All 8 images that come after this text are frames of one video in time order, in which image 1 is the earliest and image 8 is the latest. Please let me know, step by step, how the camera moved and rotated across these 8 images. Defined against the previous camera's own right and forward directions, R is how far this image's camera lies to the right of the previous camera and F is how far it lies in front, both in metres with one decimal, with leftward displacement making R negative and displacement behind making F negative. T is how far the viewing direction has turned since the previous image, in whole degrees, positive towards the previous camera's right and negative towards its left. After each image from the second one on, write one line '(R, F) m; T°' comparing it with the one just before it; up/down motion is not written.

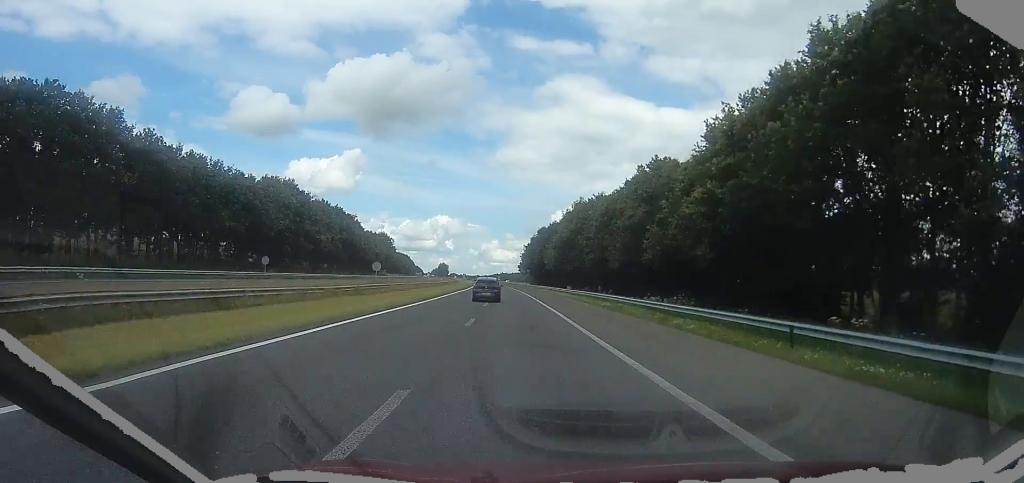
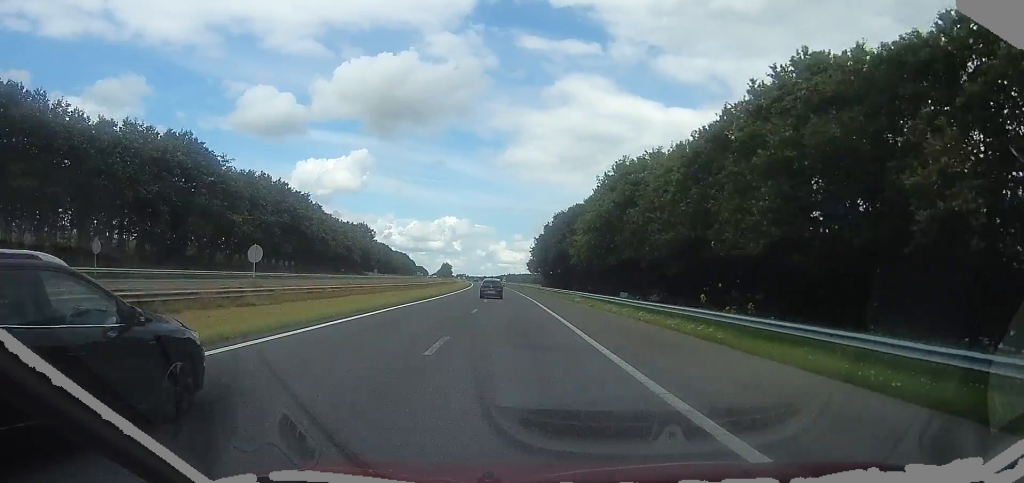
(-0.6, +30.4) m; -1°
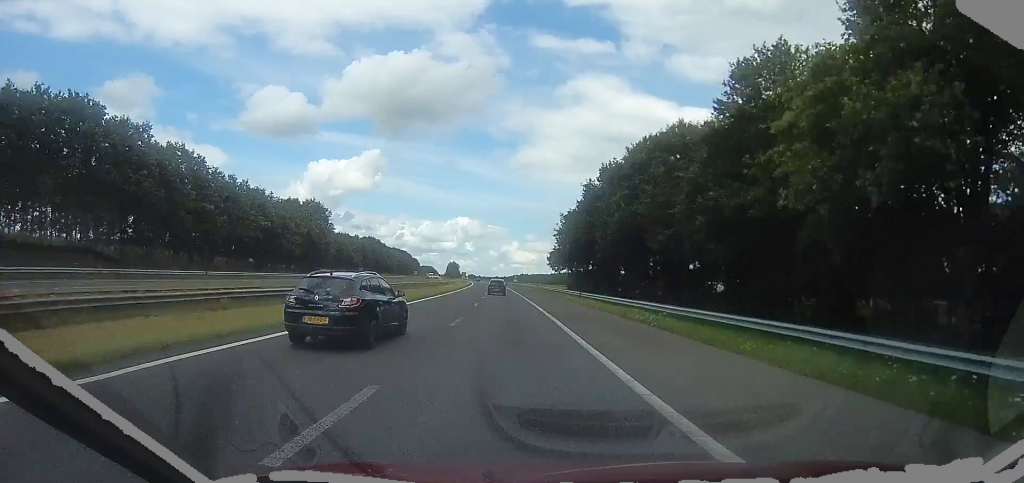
(0.0, +42.1) m; -1°
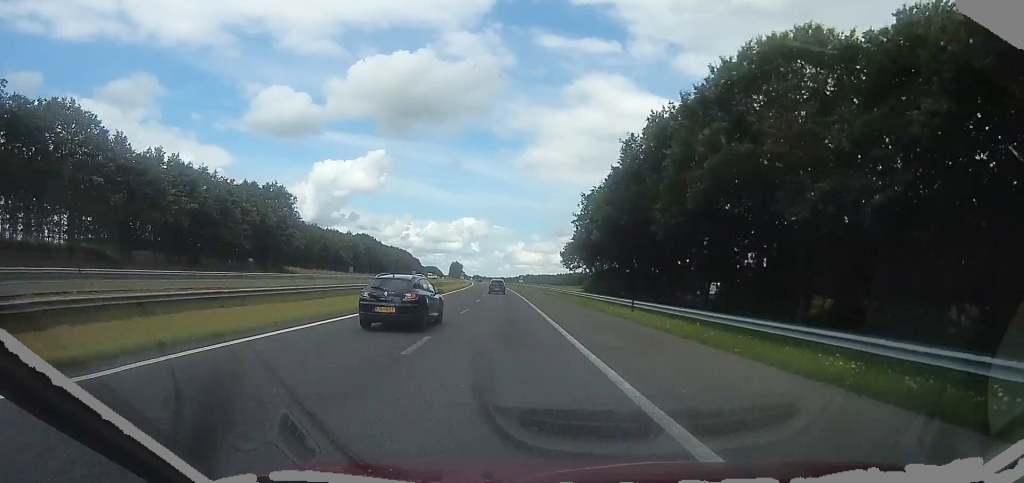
(-0.3, +18.3) m; -1°
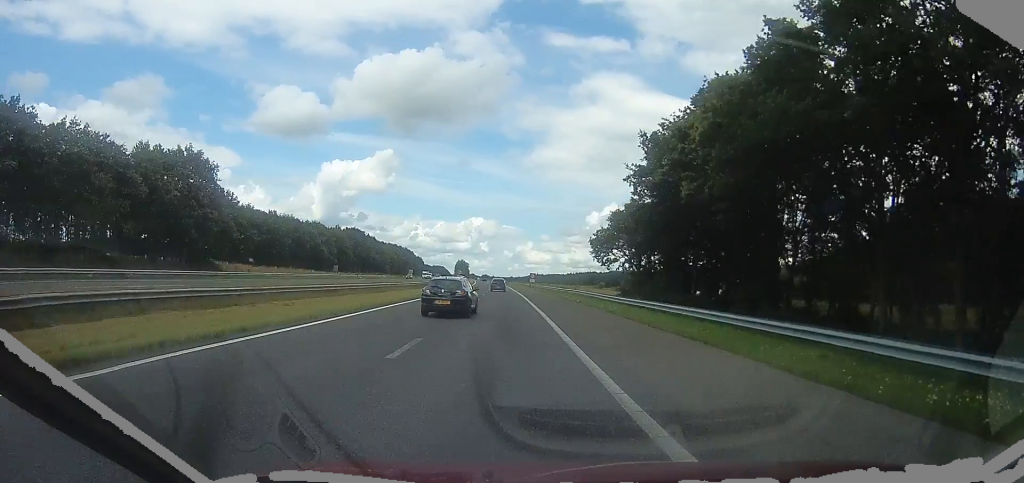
(-0.4, +24.6) m; 0°
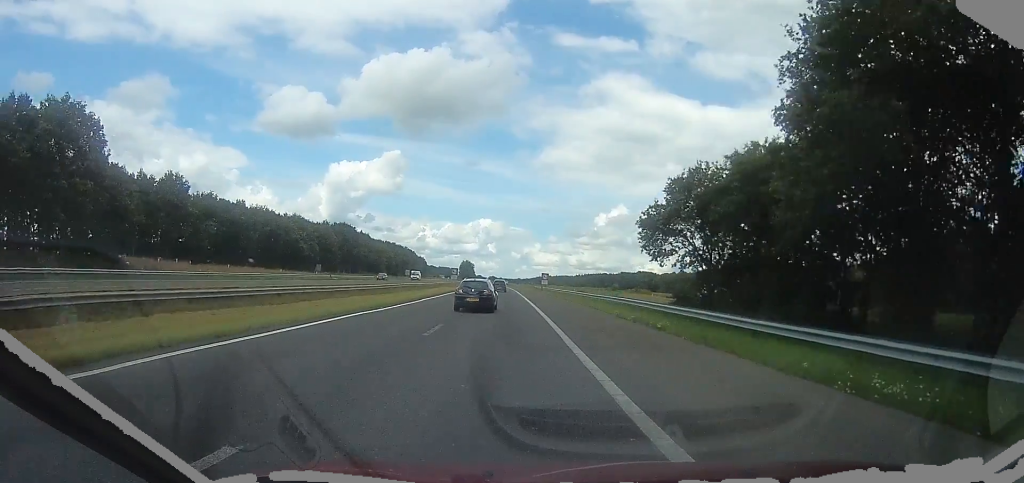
(+0.1, +20.1) m; -1°
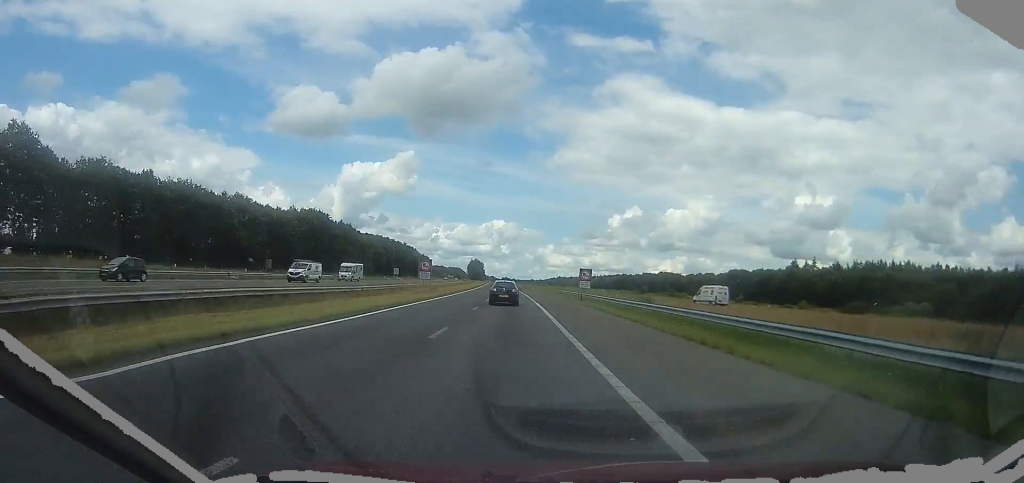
(-1.0, +36.6) m; -2°
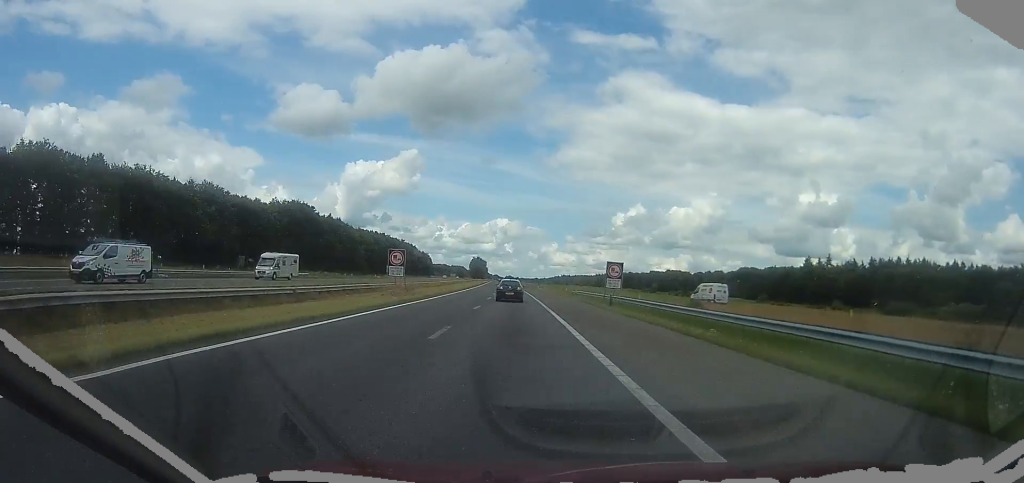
(-0.1, +12.9) m; 0°
